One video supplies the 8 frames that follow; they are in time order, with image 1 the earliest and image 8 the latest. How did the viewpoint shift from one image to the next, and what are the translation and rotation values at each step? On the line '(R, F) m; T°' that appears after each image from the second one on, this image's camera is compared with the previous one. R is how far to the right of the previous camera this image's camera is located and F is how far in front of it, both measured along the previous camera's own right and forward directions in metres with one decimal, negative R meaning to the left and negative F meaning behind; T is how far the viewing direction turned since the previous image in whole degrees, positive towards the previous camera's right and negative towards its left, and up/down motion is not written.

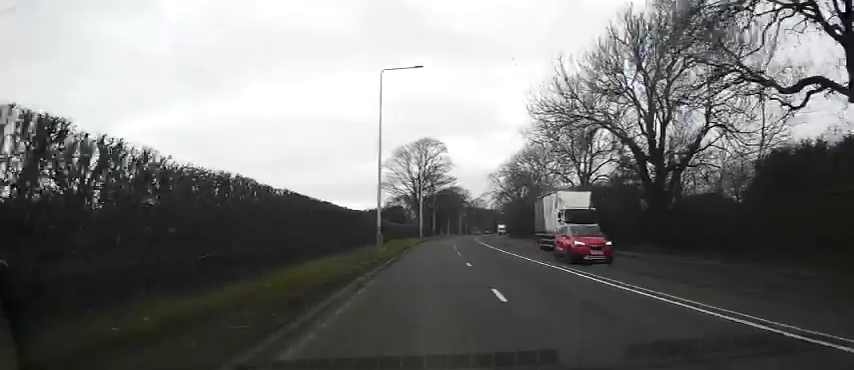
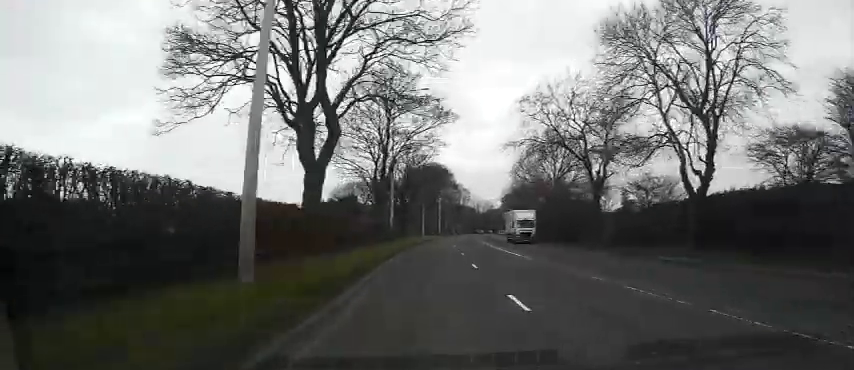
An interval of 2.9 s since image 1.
(+2.2, +58.2) m; +4°
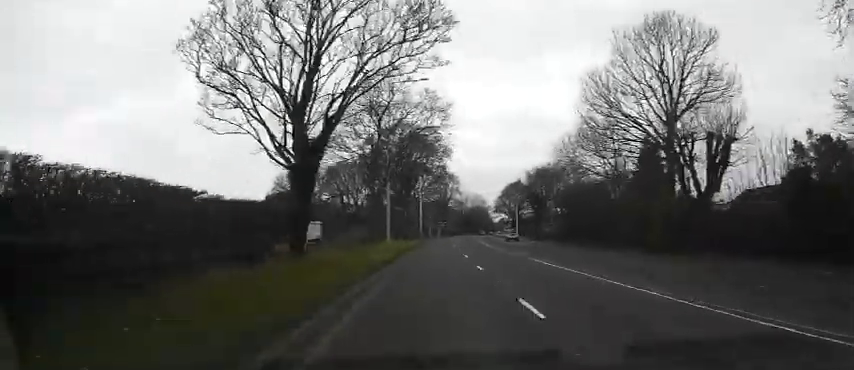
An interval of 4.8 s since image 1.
(+0.8, +38.9) m; +3°
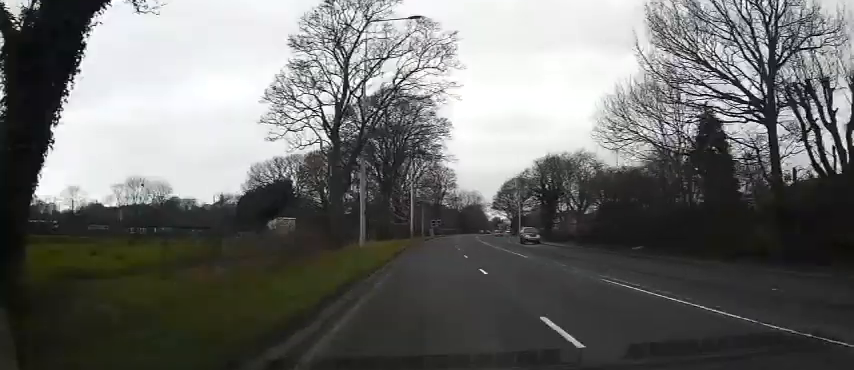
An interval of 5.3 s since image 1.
(+0.2, +11.0) m; 0°
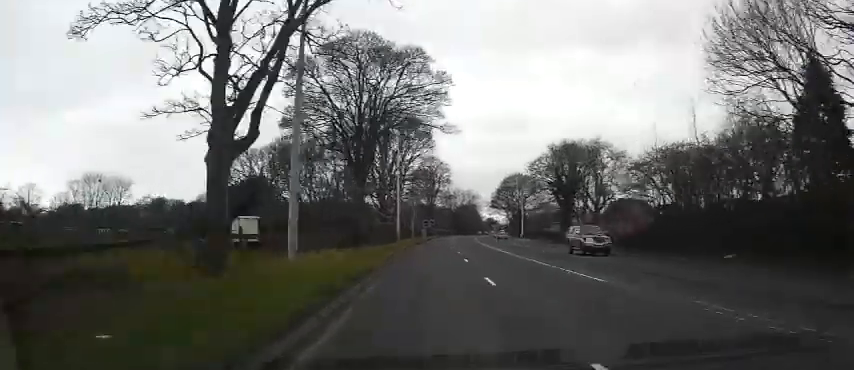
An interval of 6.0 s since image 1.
(+0.1, +12.7) m; 0°
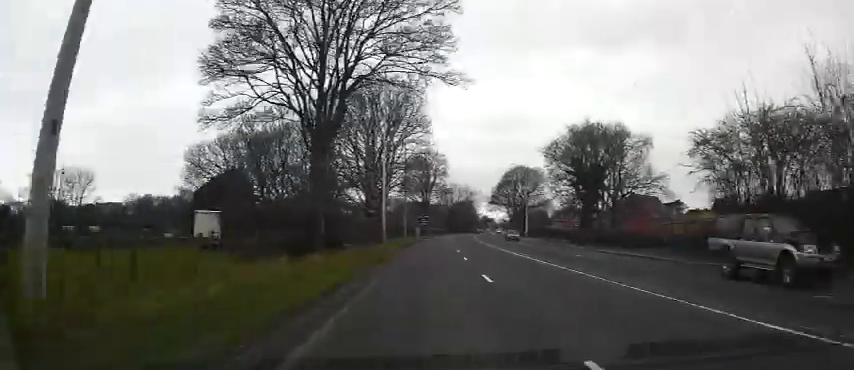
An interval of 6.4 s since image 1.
(-0.2, +9.3) m; +1°
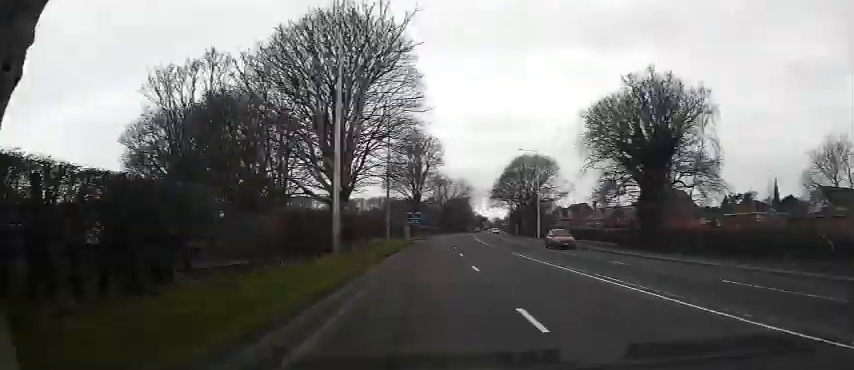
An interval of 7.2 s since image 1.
(+0.2, +15.3) m; +1°
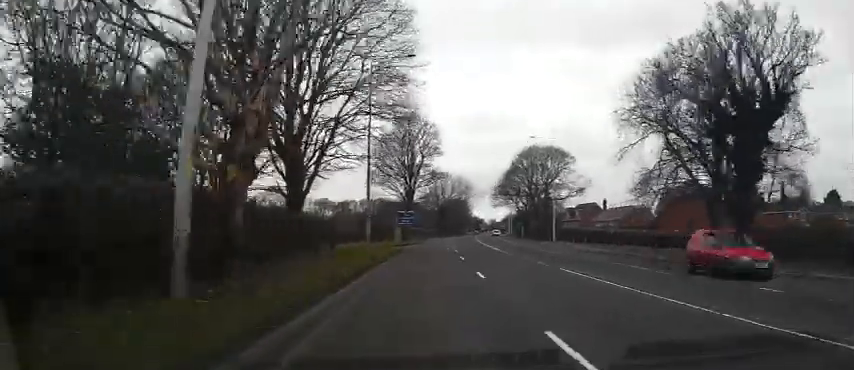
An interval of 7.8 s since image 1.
(+0.4, +11.9) m; +1°
